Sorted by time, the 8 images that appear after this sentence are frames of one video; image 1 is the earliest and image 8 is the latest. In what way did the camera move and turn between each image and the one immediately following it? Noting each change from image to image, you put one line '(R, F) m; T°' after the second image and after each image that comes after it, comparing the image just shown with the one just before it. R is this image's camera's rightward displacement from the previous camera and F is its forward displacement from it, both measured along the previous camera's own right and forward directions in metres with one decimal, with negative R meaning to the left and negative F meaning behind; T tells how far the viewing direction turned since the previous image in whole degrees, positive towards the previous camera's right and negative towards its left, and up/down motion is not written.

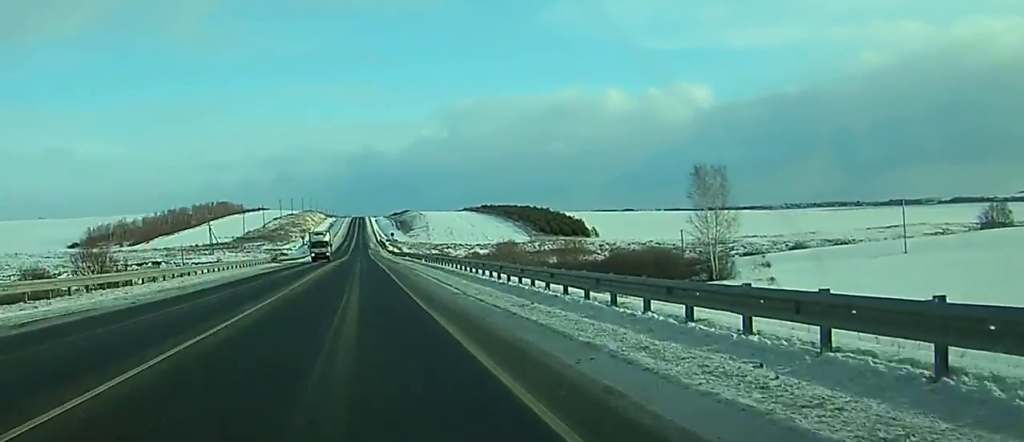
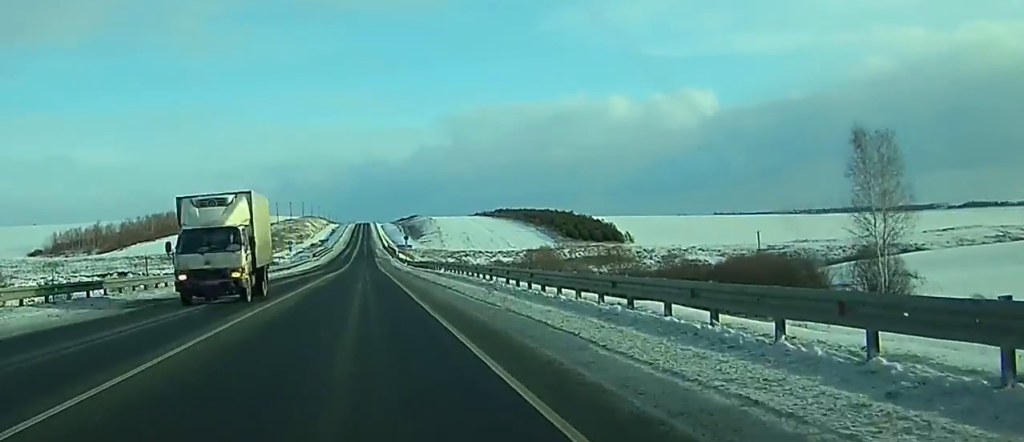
(0.0, +36.2) m; 0°
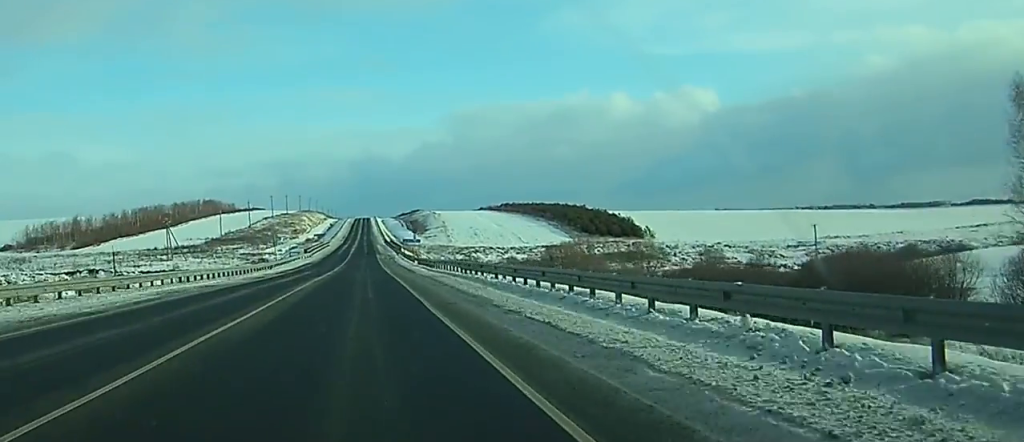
(+0.1, +20.8) m; 0°
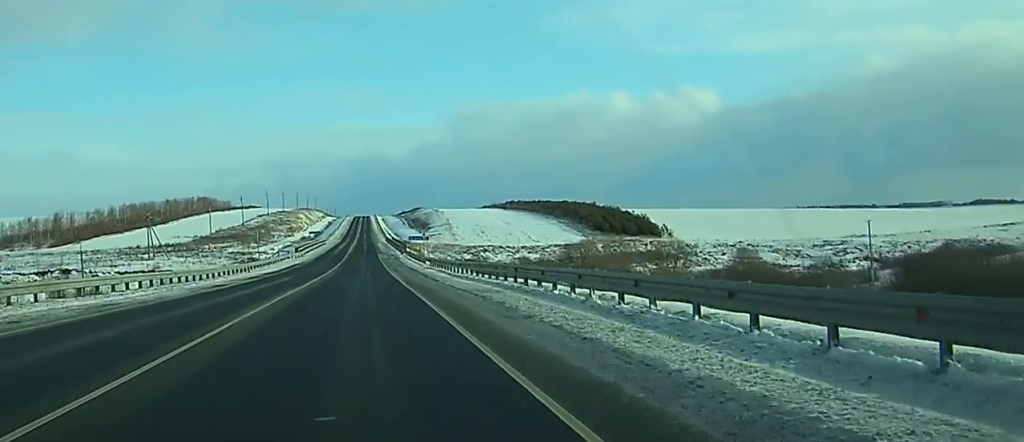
(0.0, +15.9) m; 0°
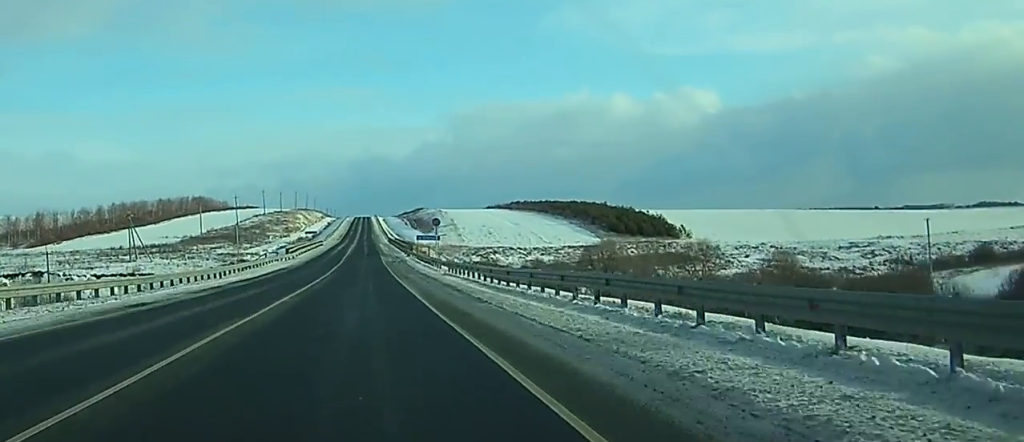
(0.0, +13.9) m; 0°
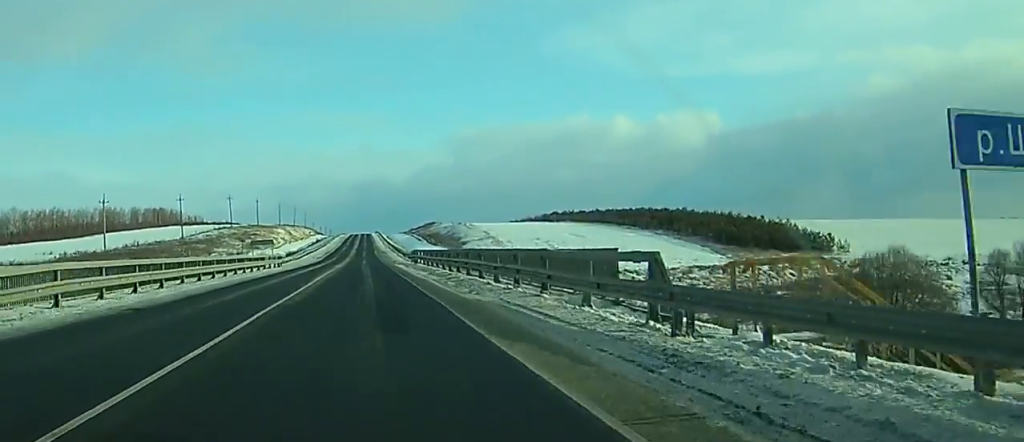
(-0.8, +79.7) m; -1°
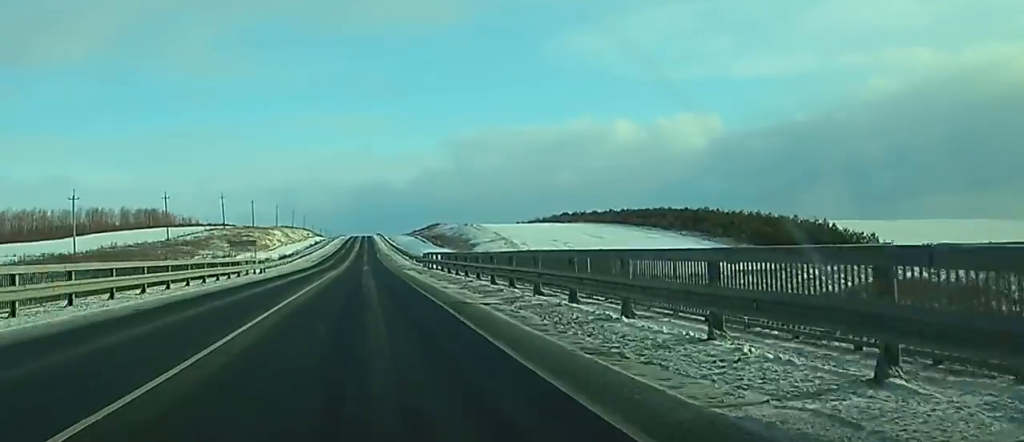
(0.0, +14.9) m; 0°
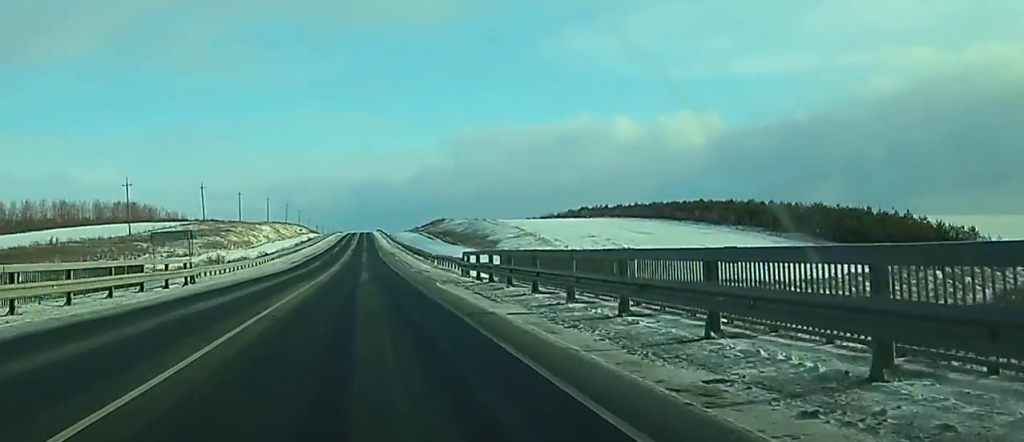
(0.0, +27.6) m; 0°
